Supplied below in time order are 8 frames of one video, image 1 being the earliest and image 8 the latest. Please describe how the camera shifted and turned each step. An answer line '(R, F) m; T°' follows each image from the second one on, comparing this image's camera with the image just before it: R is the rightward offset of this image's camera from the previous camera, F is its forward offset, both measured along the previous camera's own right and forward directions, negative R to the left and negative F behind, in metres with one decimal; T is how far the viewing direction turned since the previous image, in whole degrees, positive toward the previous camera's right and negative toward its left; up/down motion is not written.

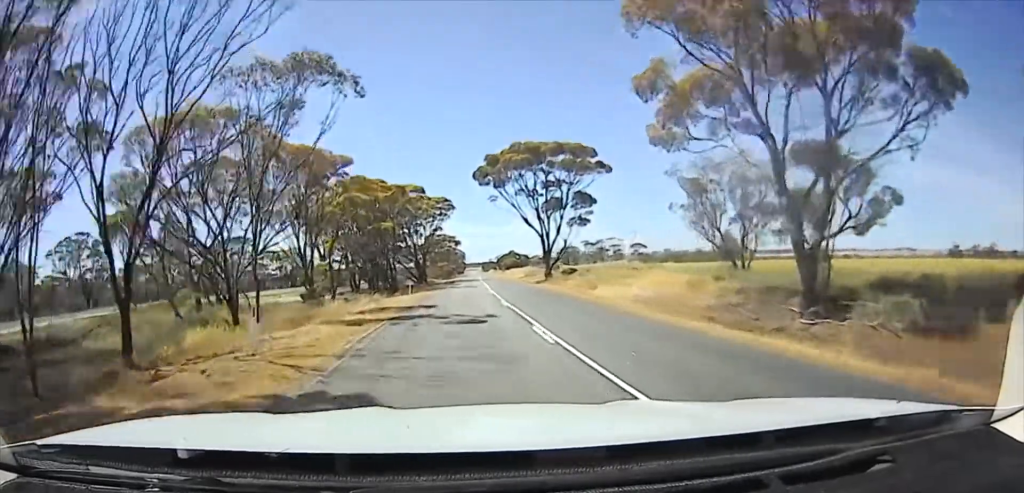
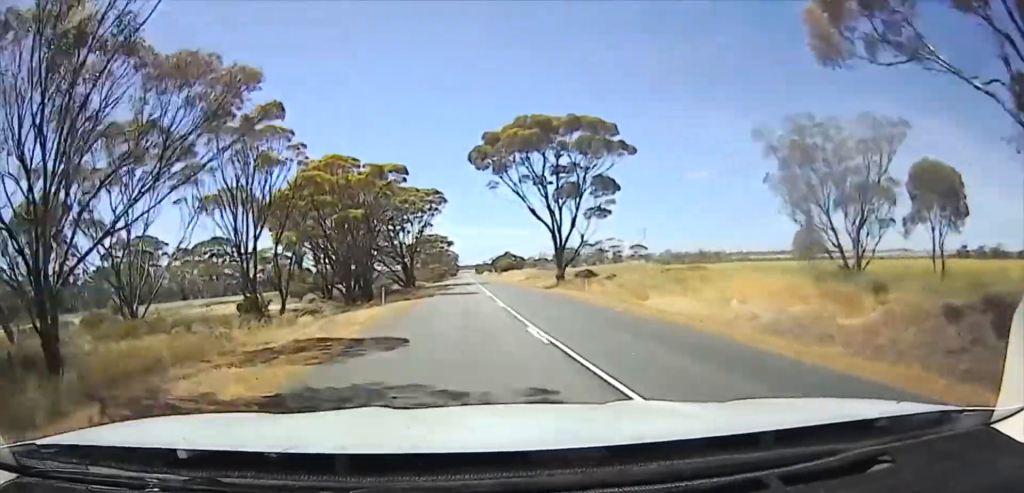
(-0.3, +11.6) m; +2°
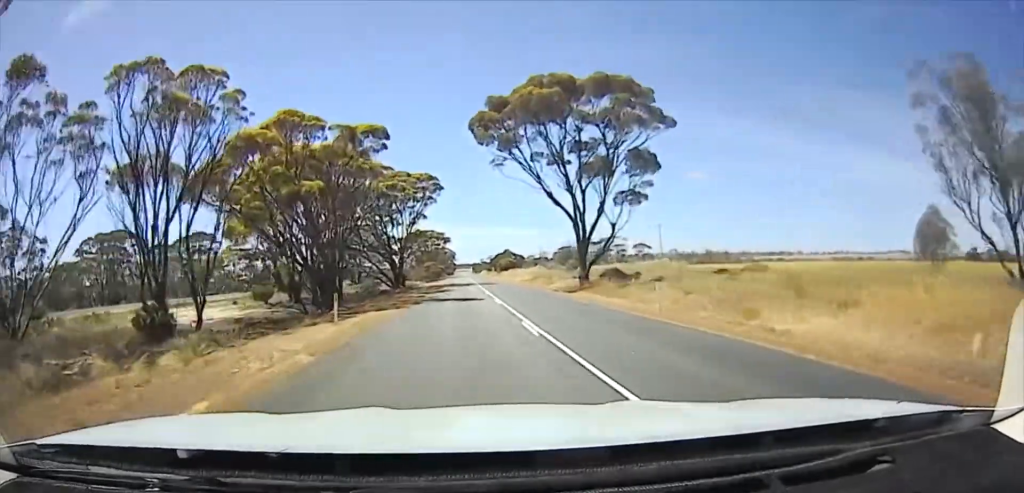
(+0.6, +12.5) m; +2°
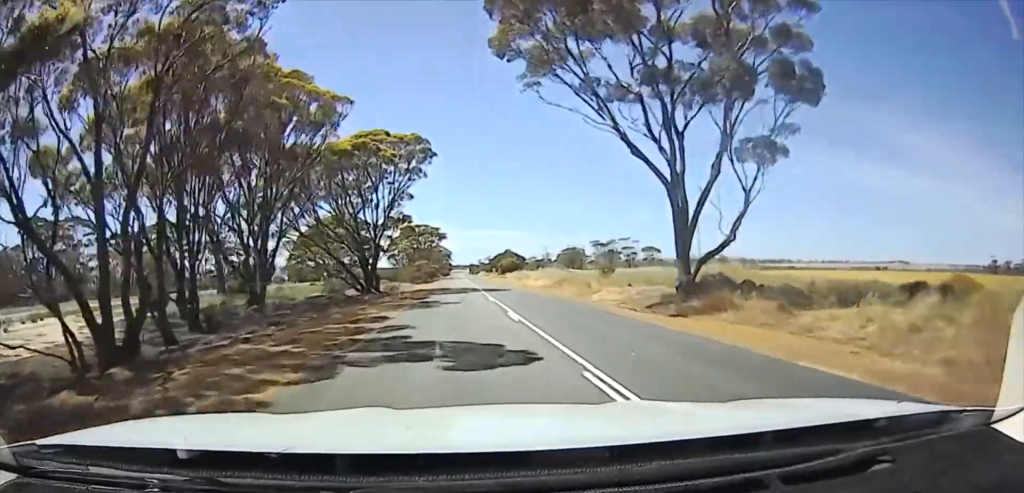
(+0.8, +22.8) m; +2°
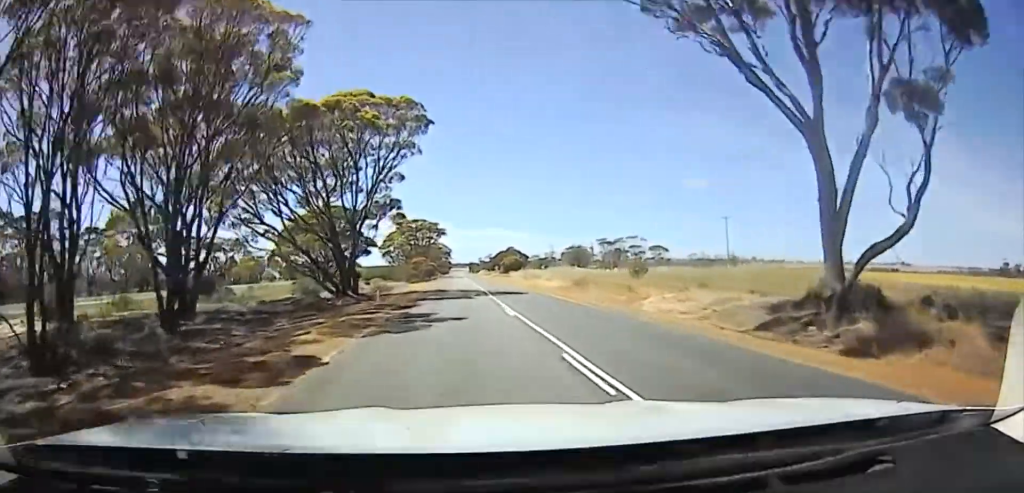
(-0.1, +13.0) m; +1°
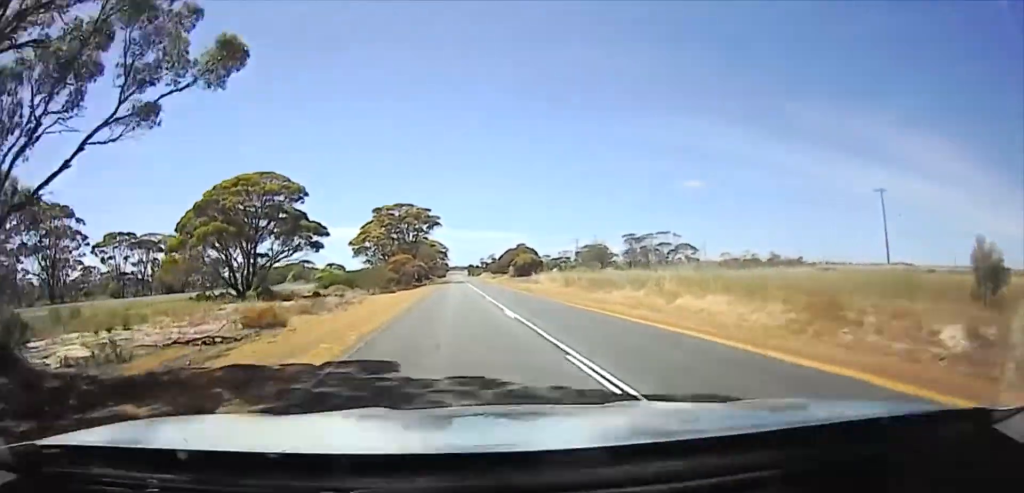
(+1.2, +37.3) m; +3°
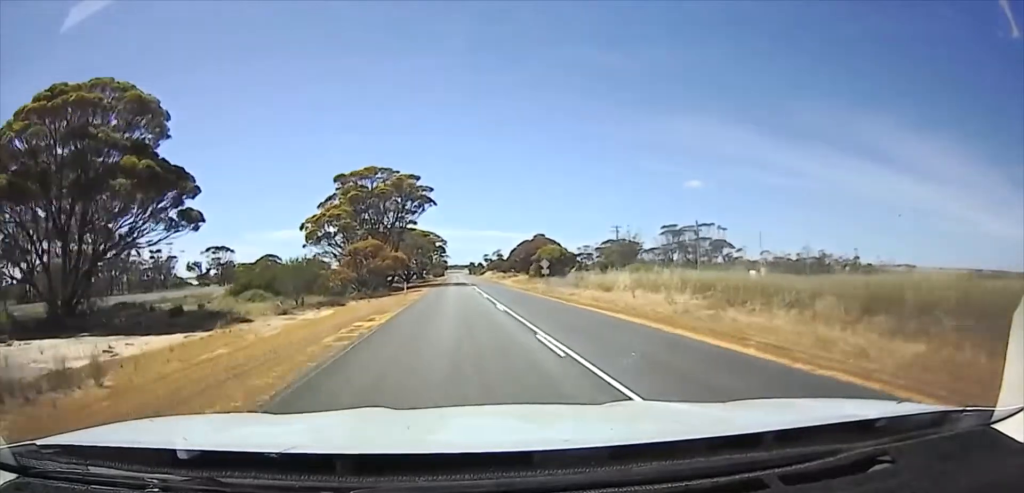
(+0.2, +35.3) m; +2°
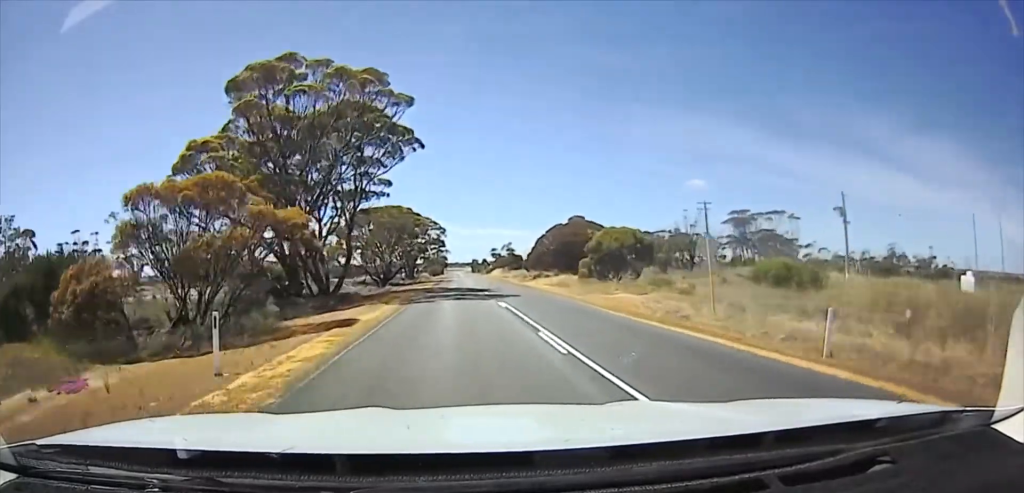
(+2.3, +39.3) m; +8°
